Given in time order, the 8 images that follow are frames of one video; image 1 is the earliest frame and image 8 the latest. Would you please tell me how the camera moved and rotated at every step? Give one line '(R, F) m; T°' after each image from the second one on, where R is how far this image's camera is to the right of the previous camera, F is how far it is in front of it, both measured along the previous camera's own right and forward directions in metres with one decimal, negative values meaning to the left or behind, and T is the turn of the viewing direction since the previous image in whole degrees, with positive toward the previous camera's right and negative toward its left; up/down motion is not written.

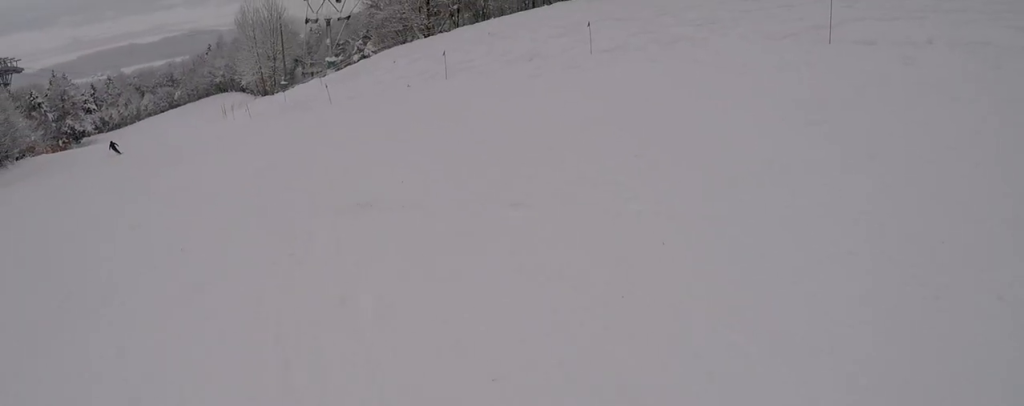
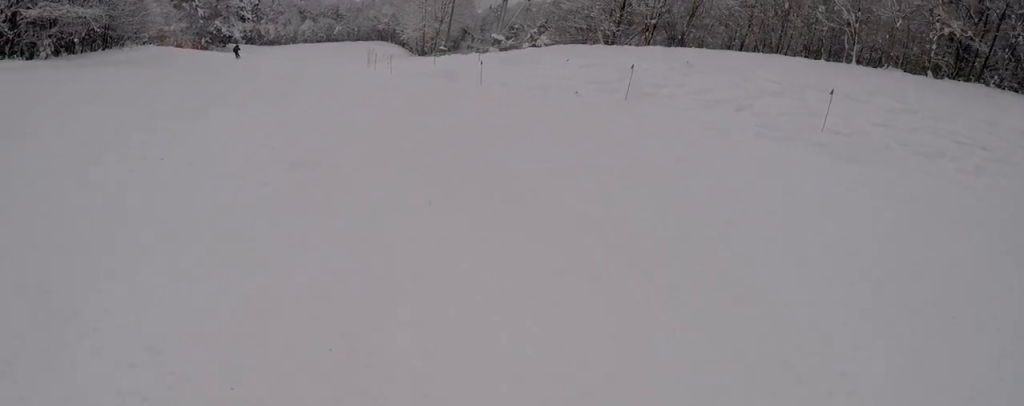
(+1.2, +7.1) m; -8°
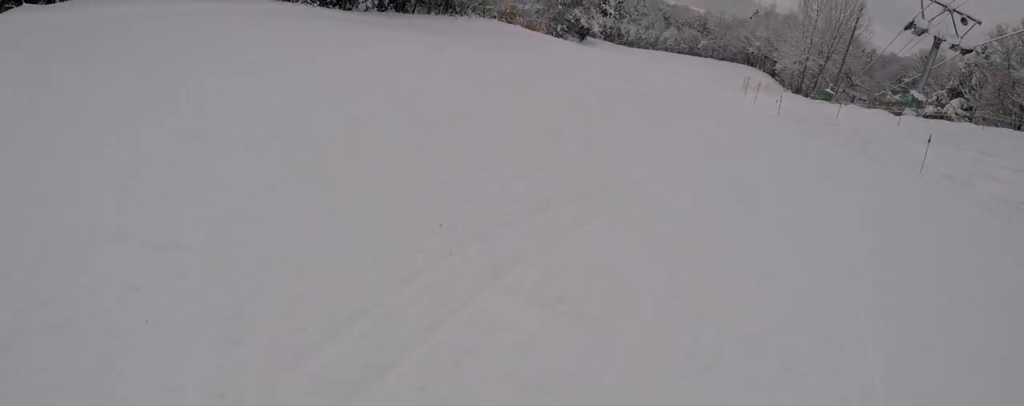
(-3.7, +10.6) m; -25°
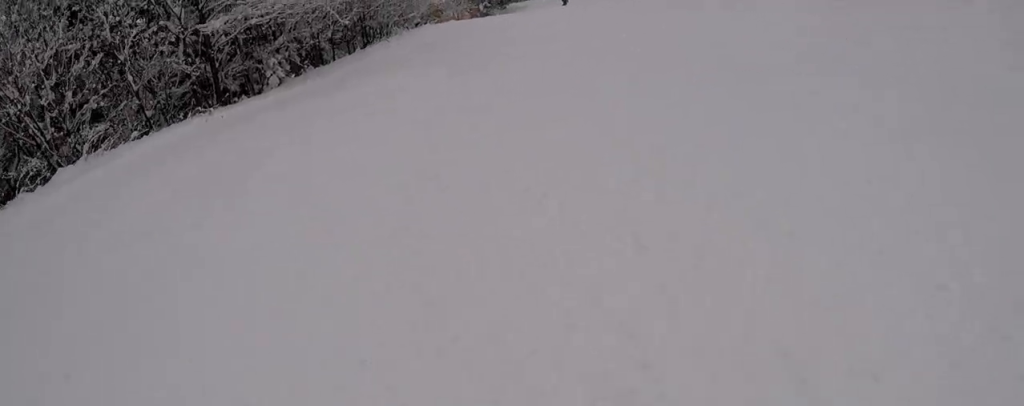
(-1.0, +9.6) m; -3°
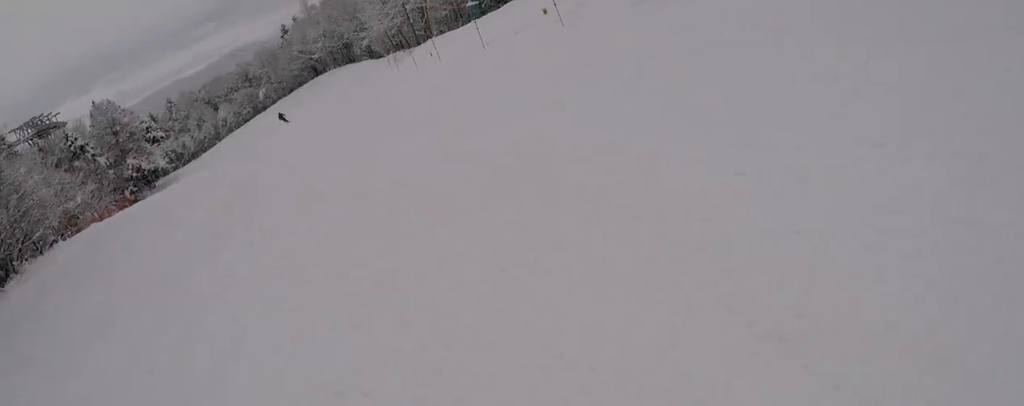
(+1.7, +10.5) m; +28°
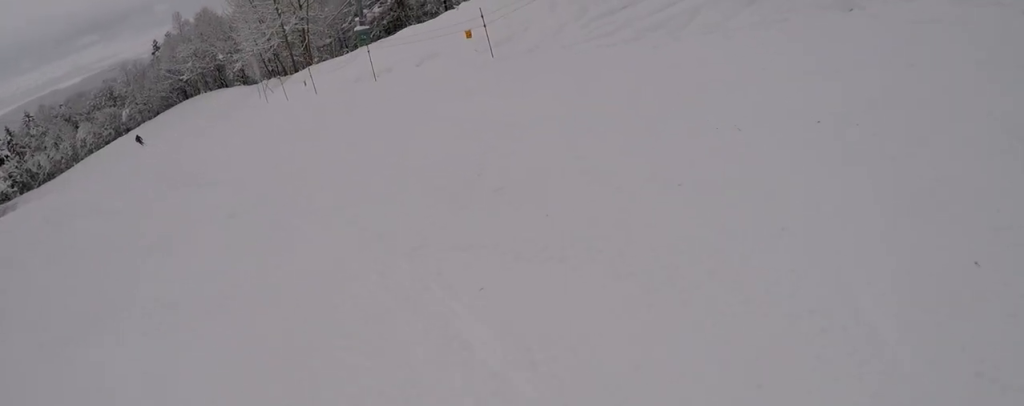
(+1.5, +7.3) m; +14°
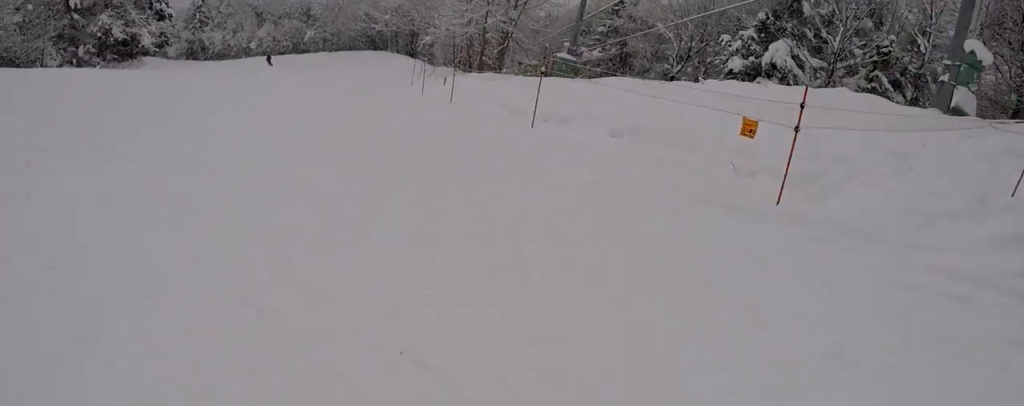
(+0.8, +9.9) m; -1°
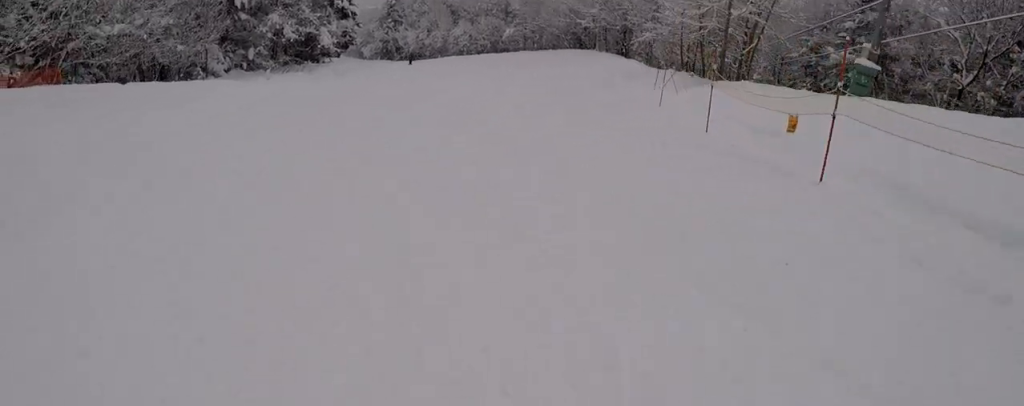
(-1.1, +9.9) m; -25°
